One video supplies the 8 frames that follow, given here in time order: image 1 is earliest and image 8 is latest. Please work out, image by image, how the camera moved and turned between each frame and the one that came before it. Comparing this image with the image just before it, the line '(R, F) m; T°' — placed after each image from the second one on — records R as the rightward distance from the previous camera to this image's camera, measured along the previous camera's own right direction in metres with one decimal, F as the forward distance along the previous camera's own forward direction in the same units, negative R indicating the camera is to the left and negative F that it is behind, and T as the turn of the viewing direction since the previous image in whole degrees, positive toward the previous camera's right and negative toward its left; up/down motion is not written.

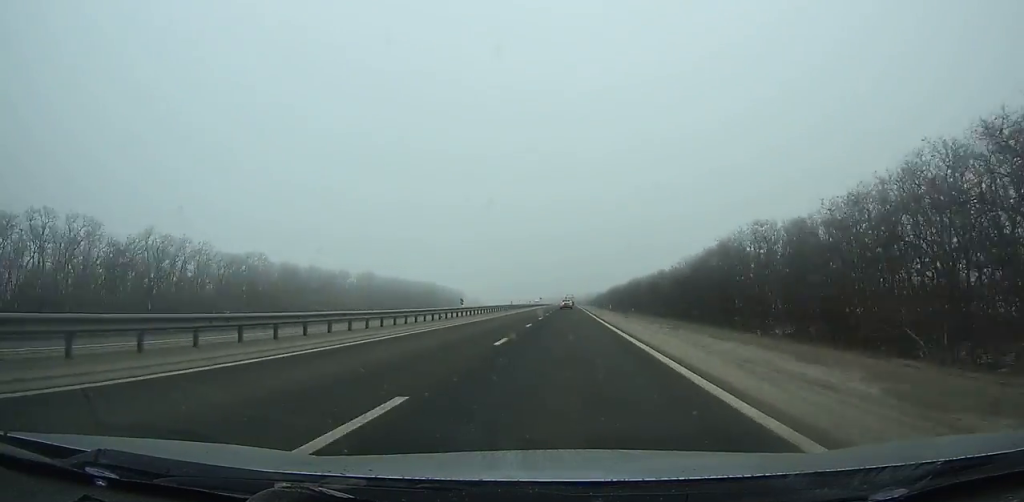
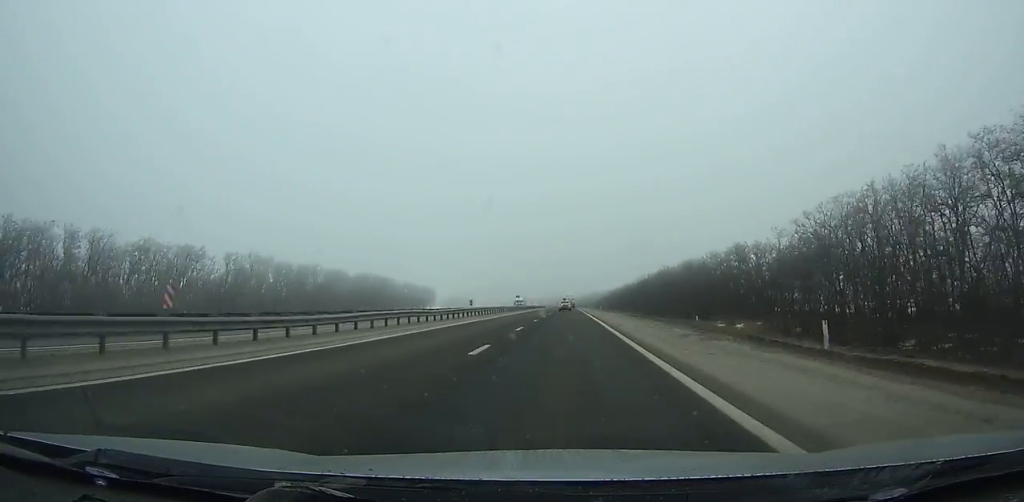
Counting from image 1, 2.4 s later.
(+0.2, +74.0) m; 0°
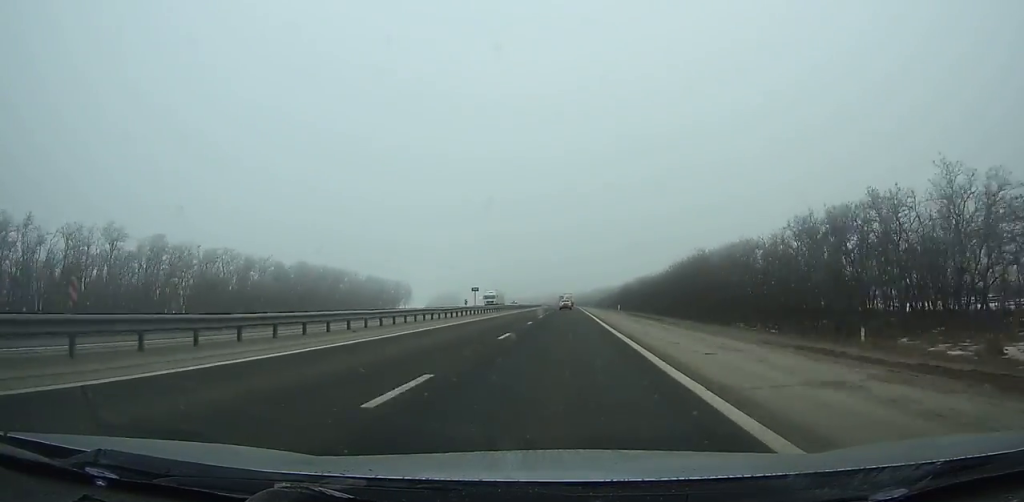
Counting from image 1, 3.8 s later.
(+0.2, +43.5) m; 0°
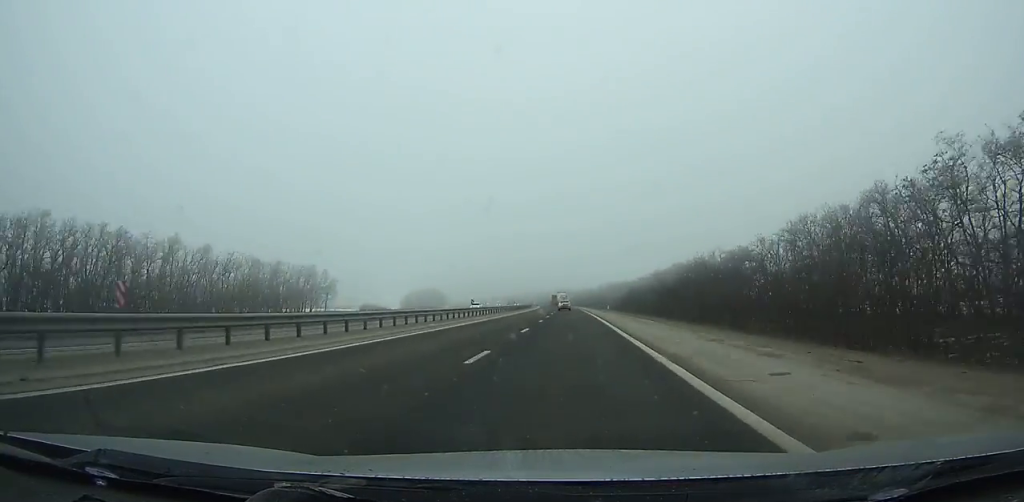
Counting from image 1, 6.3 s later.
(-0.5, +78.6) m; -1°
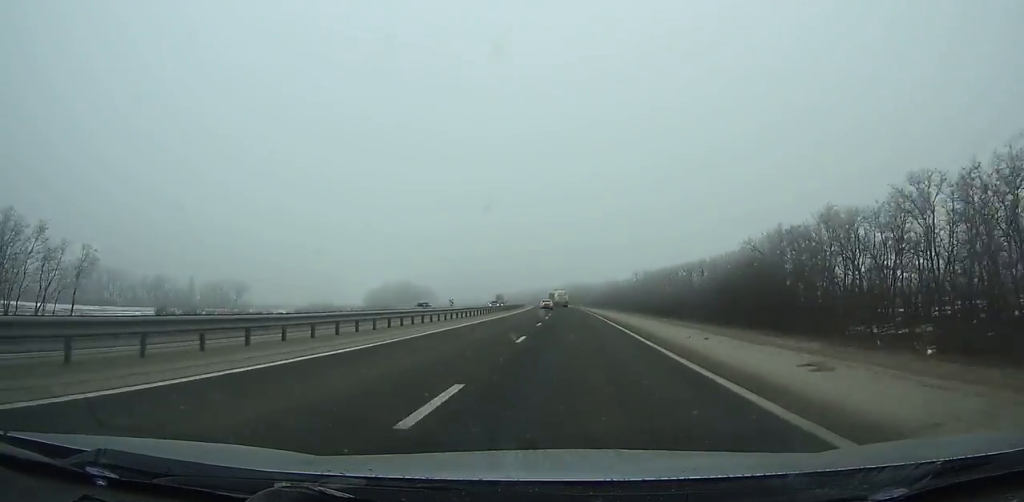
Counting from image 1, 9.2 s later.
(-1.5, +92.2) m; -2°
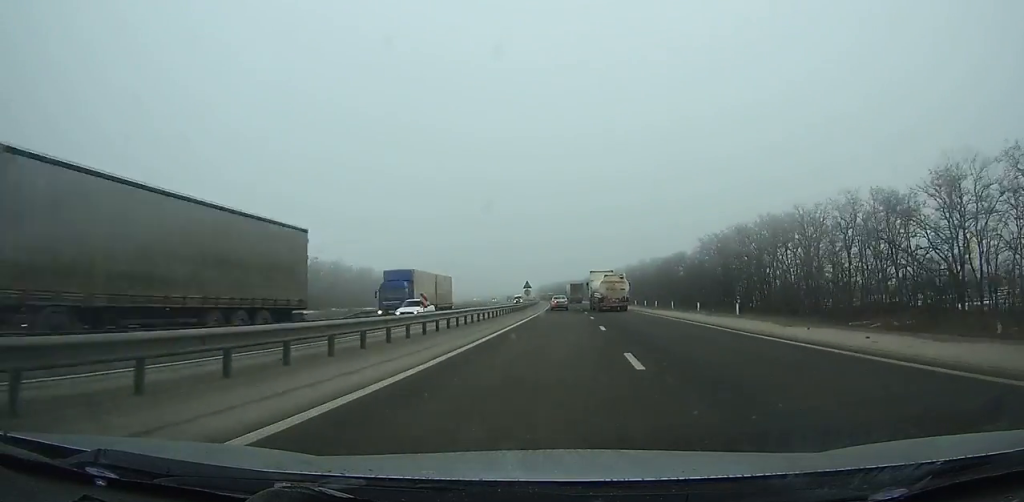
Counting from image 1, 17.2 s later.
(-14.1, +257.5) m; -6°
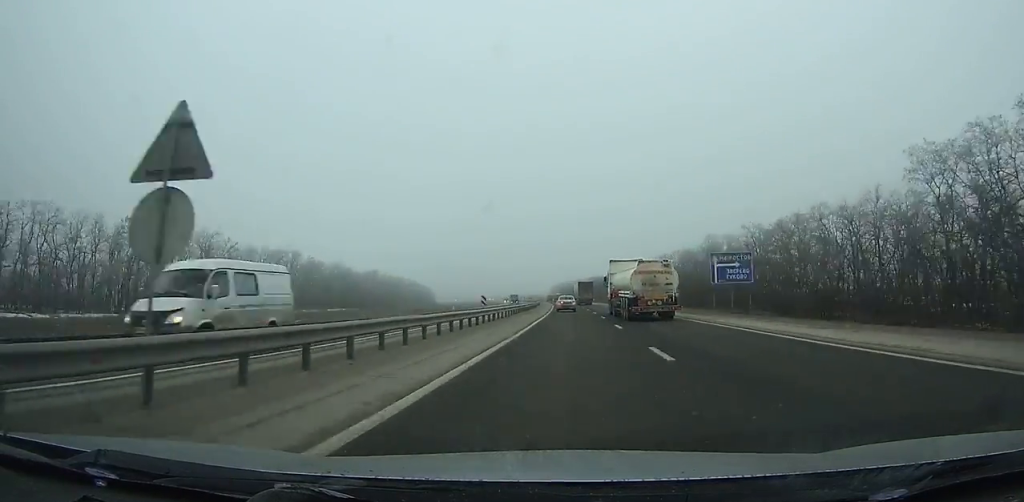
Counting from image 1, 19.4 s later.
(-0.8, +69.9) m; -2°
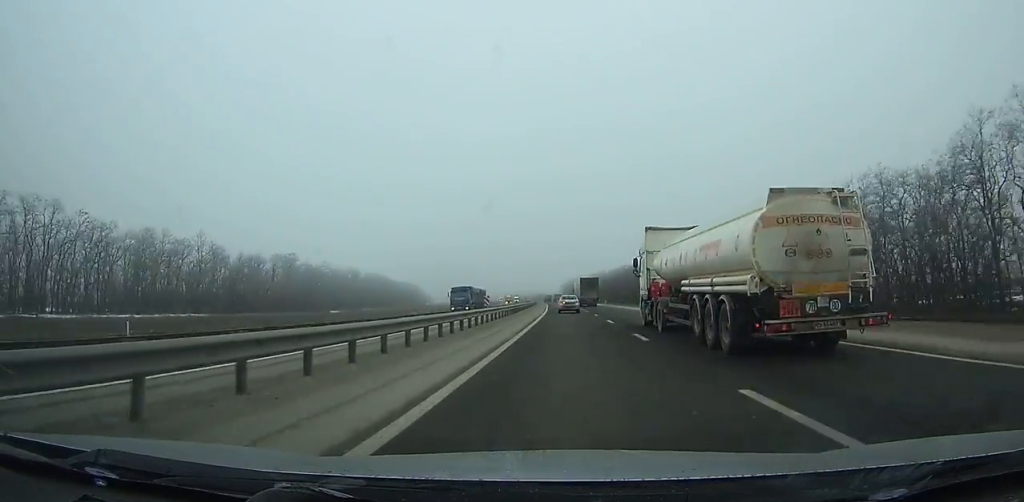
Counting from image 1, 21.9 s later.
(-1.4, +77.8) m; -2°
